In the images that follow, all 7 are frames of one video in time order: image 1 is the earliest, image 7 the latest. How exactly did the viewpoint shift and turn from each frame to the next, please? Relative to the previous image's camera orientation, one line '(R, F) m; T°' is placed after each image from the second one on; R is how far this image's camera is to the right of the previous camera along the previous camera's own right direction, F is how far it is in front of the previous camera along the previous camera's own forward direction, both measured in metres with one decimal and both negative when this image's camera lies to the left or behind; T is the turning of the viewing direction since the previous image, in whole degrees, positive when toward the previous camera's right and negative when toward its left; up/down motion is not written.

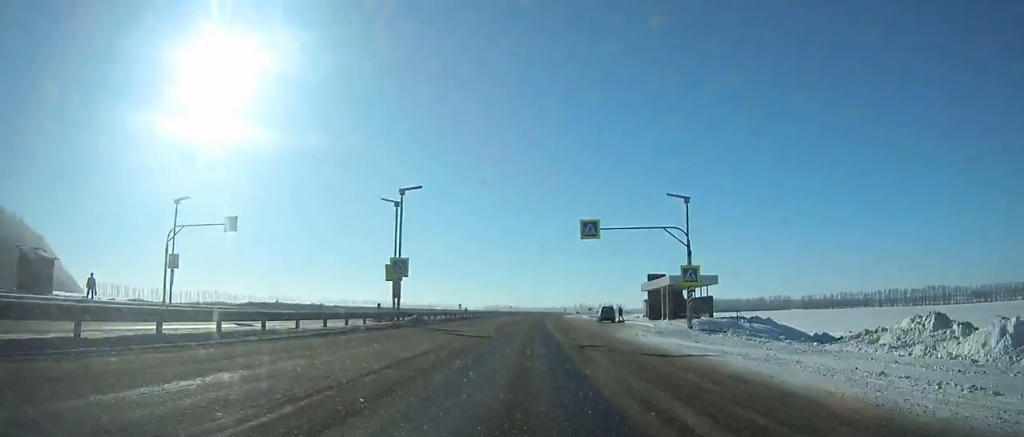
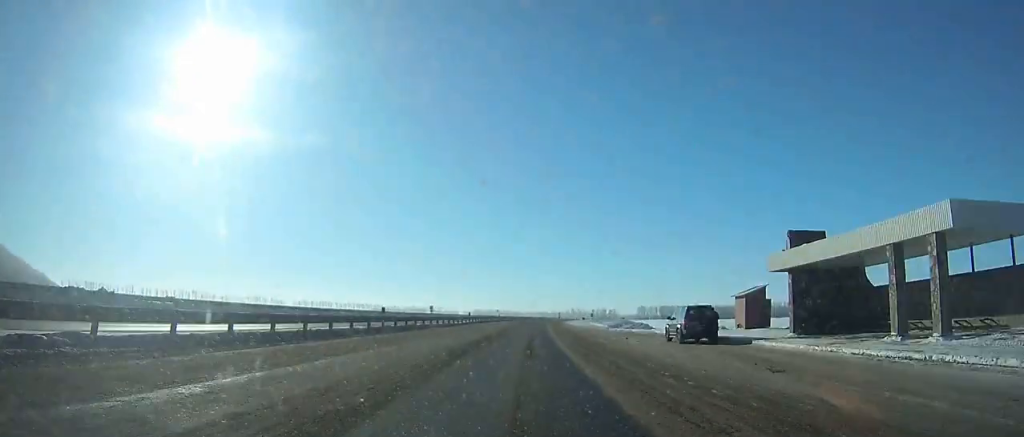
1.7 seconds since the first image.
(+0.3, +38.7) m; +1°
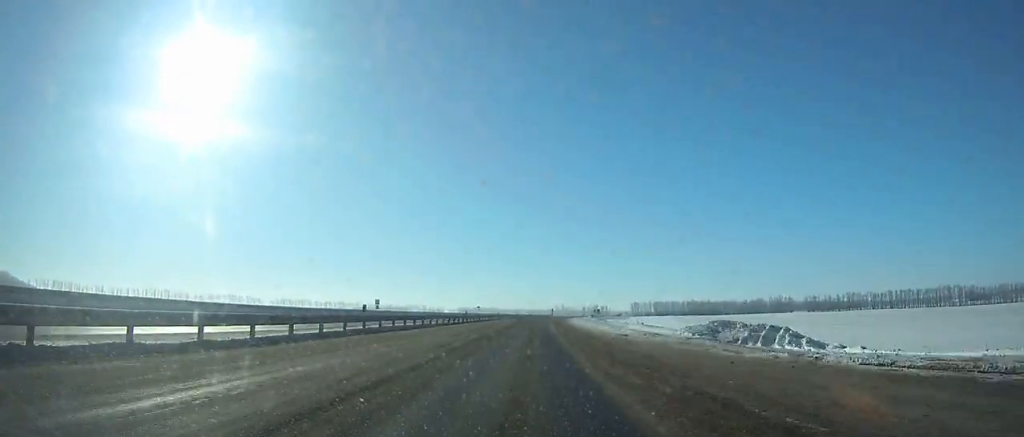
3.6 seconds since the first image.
(+0.3, +43.6) m; +1°
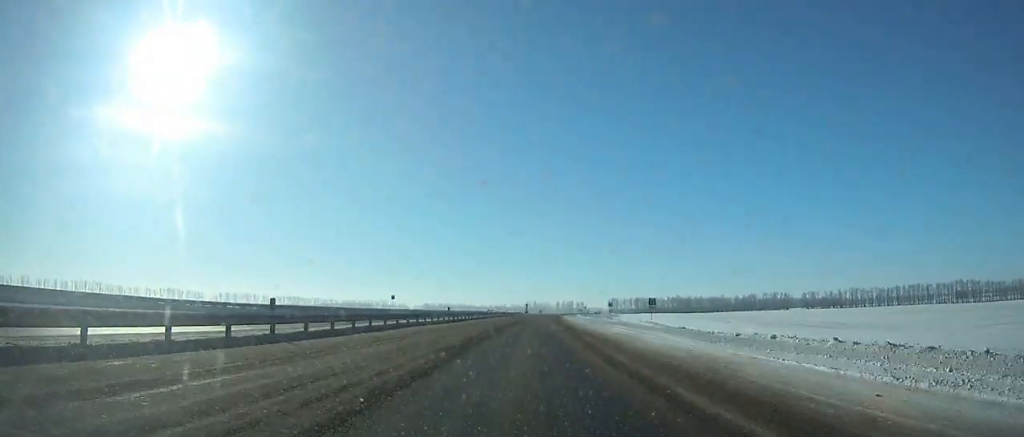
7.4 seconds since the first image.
(+2.3, +87.9) m; +3°
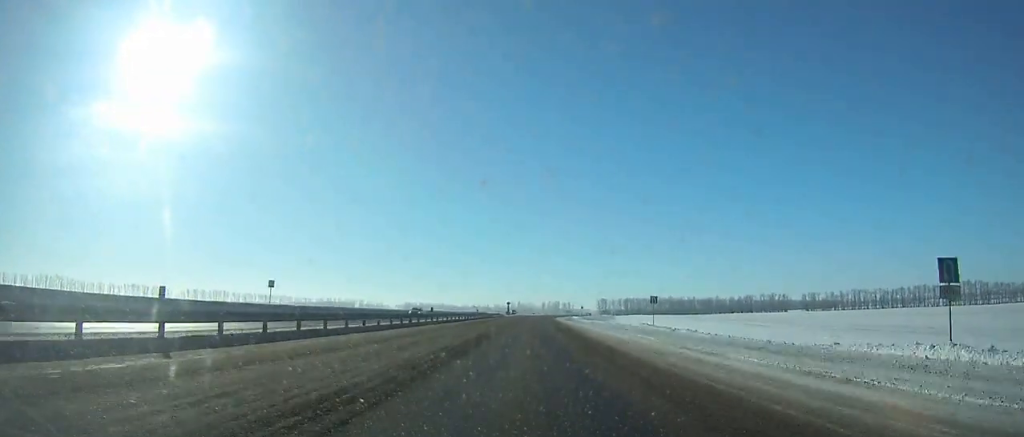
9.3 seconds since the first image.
(+0.8, +44.5) m; +1°
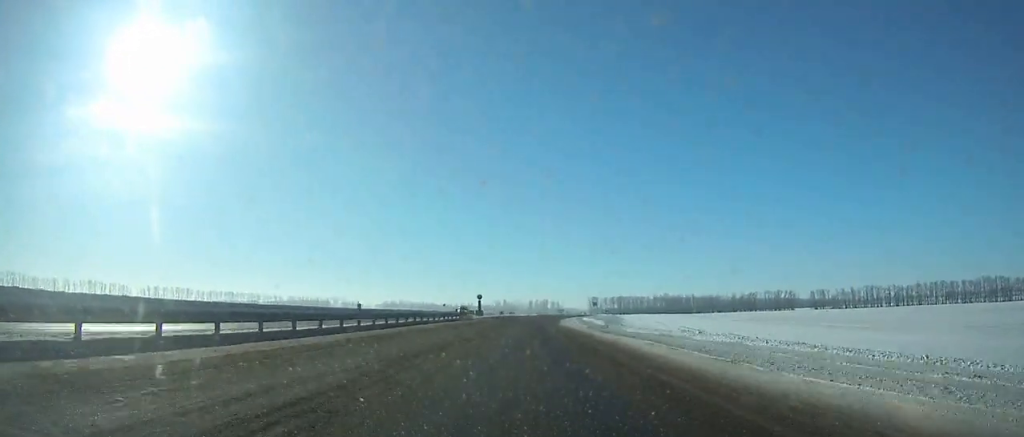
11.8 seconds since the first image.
(+0.7, +58.9) m; +2°
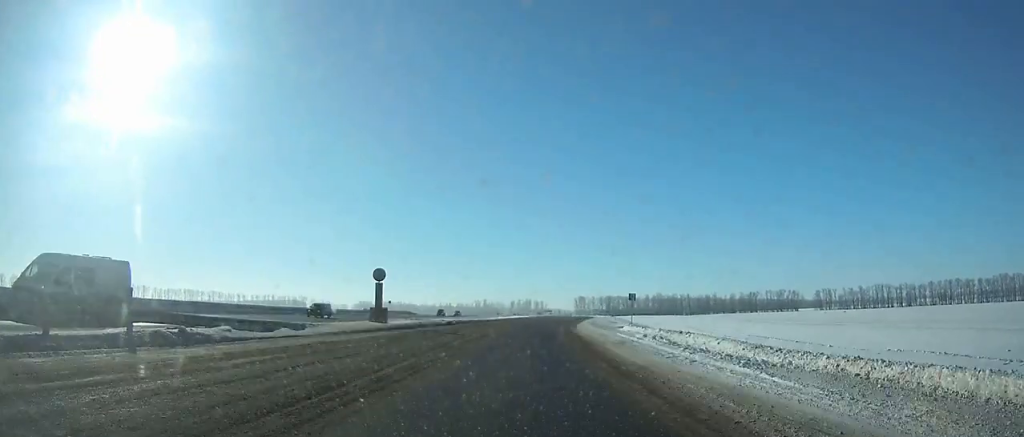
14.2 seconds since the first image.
(+0.7, +56.8) m; +2°
